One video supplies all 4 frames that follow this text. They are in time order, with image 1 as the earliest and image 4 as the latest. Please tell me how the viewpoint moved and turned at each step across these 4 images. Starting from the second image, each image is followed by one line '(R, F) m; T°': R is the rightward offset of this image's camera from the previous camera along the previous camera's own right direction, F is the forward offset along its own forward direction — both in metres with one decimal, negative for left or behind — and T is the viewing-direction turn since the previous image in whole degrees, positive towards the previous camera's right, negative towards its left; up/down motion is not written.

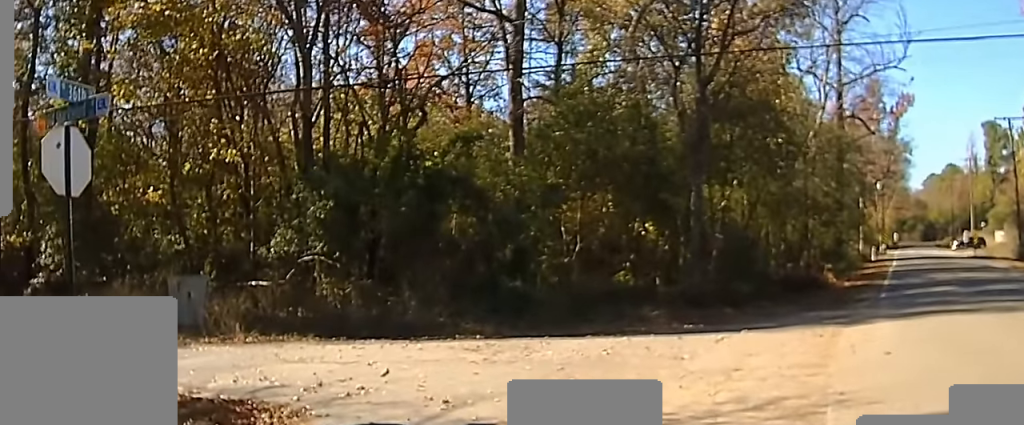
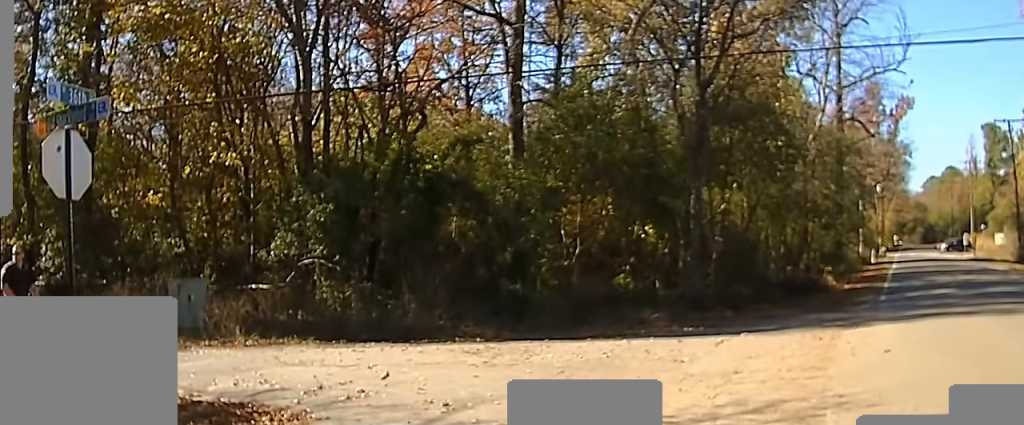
(+0.3, +0.3) m; 0°
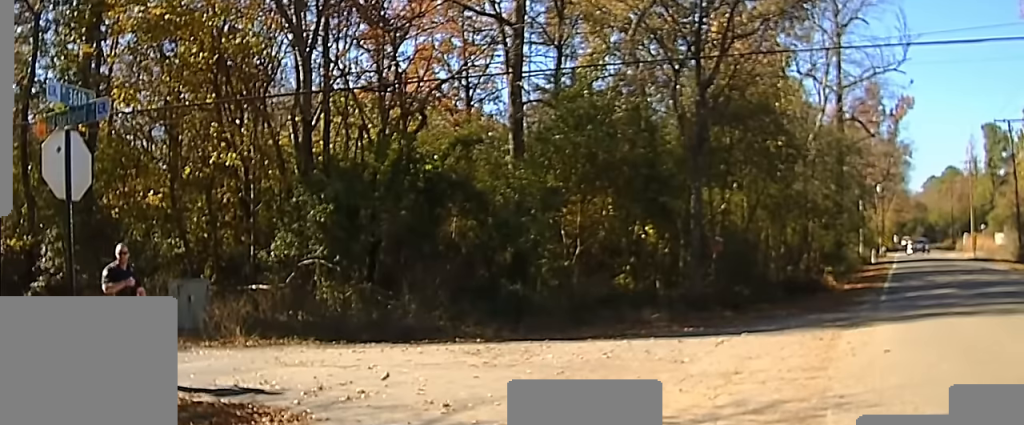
(+0.1, +0.1) m; 0°
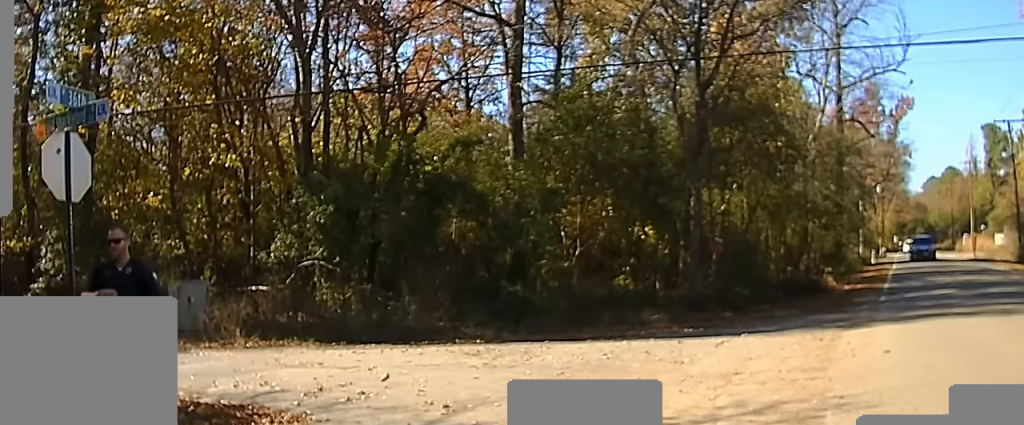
(0.0, +0.1) m; 0°
